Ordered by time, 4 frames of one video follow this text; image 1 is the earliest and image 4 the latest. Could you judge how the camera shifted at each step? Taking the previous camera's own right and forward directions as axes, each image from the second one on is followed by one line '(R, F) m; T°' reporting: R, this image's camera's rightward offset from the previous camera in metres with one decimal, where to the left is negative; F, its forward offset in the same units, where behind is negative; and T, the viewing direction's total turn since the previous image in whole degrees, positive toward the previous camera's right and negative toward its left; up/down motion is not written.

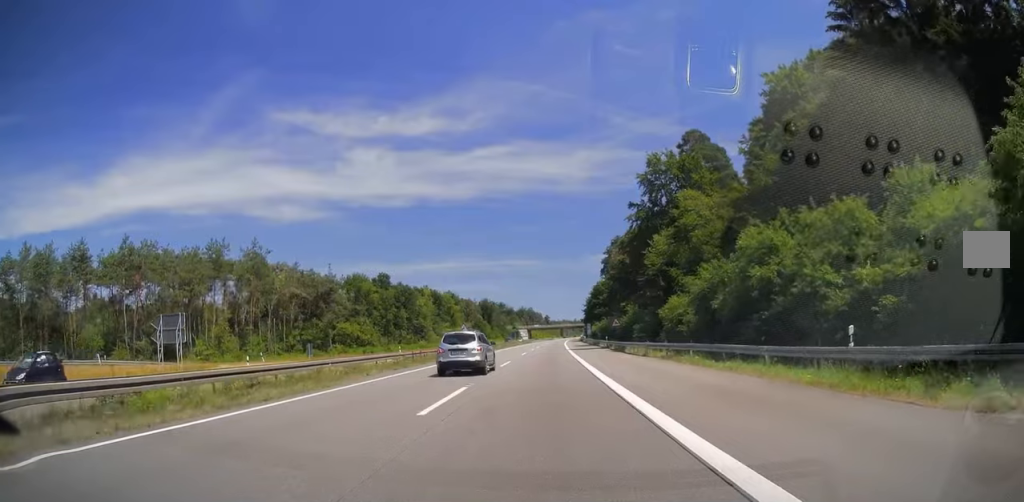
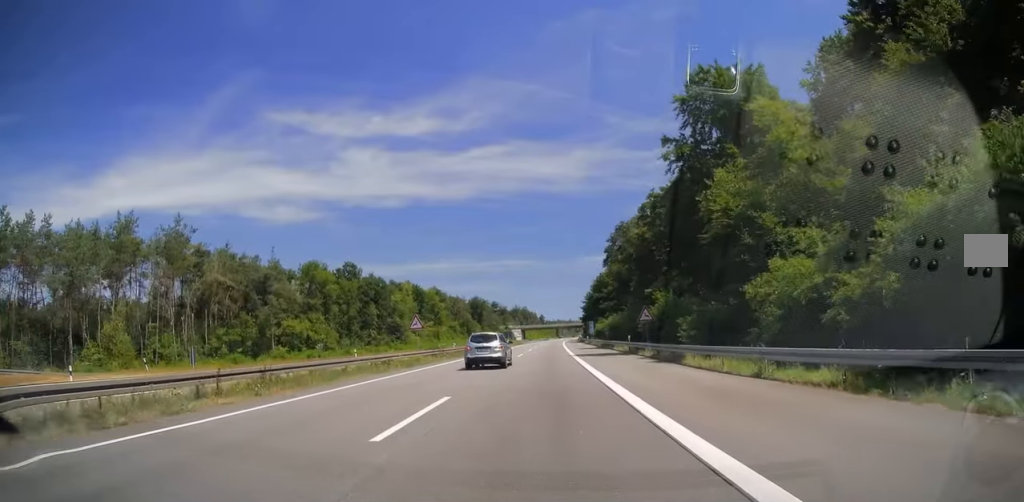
(+0.1, +20.6) m; 0°
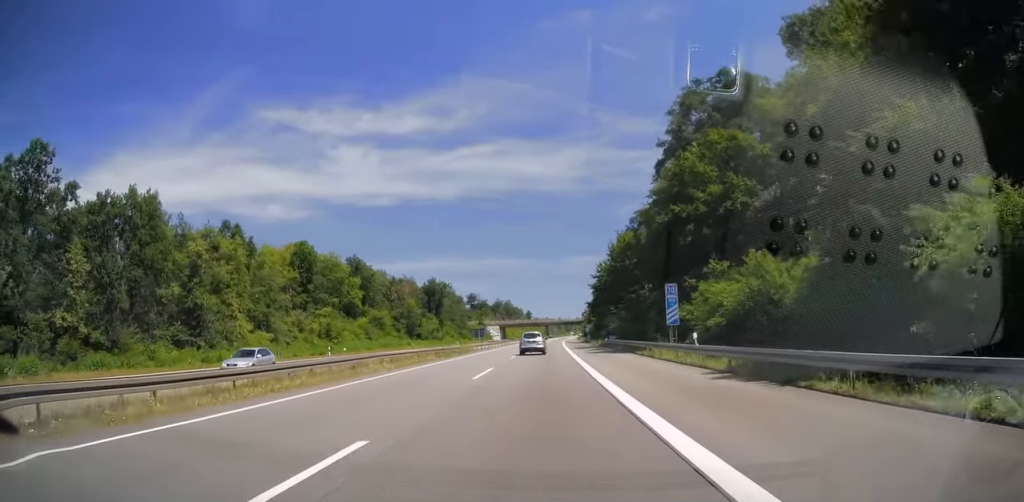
(+0.9, +78.0) m; +1°
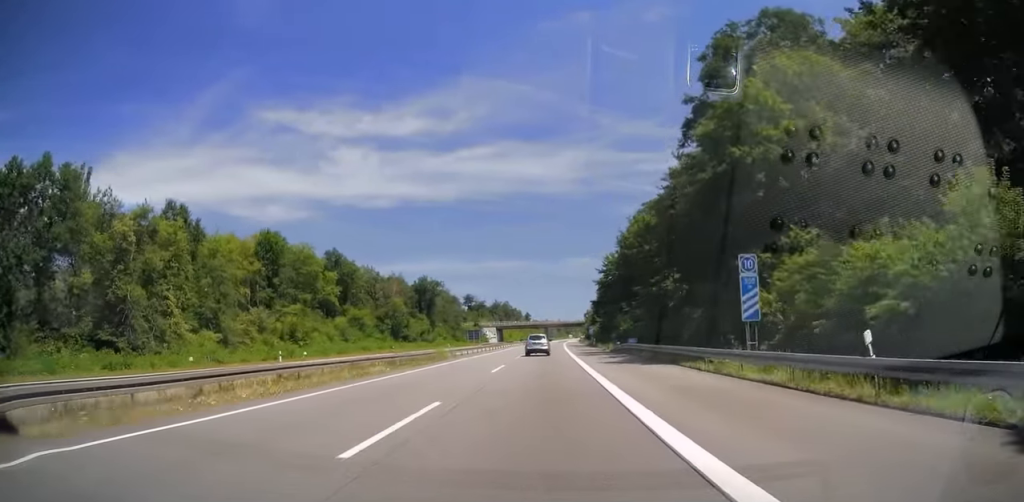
(-0.1, +13.0) m; 0°
